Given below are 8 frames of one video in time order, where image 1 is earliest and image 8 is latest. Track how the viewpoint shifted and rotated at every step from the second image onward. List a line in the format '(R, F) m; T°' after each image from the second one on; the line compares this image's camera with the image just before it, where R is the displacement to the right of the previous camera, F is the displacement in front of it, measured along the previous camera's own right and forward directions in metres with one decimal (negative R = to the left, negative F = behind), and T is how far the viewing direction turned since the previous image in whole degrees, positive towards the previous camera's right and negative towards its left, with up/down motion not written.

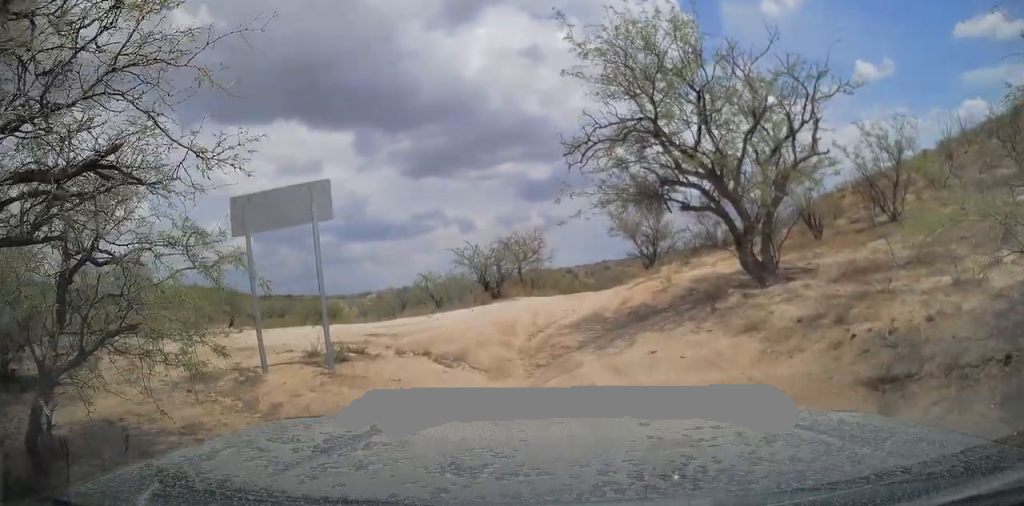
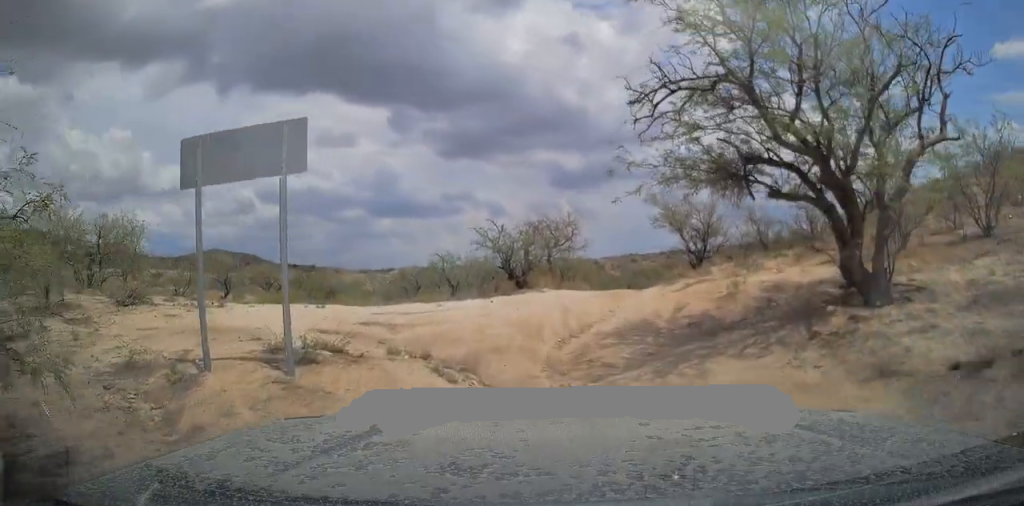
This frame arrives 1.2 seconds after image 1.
(-0.1, +2.3) m; -2°
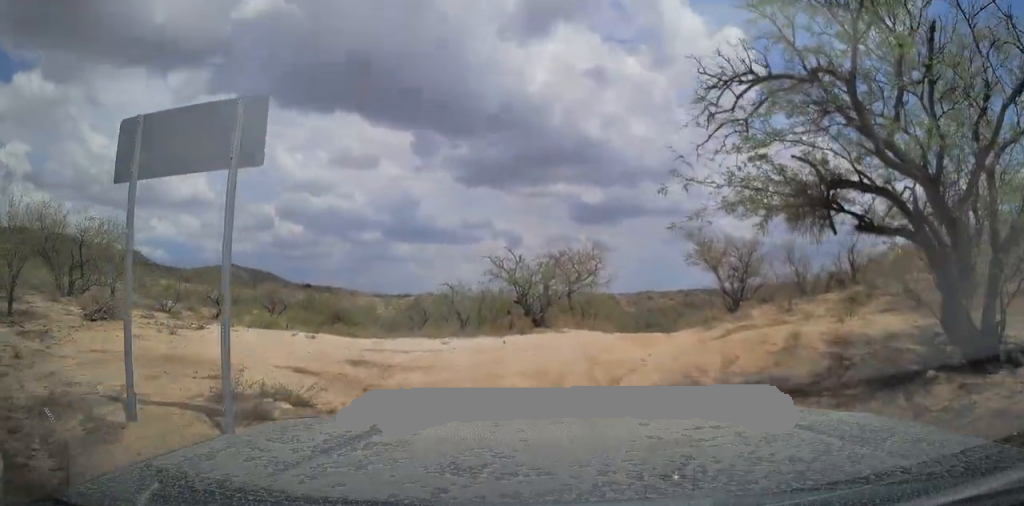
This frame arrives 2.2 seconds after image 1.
(0.0, +1.9) m; -4°
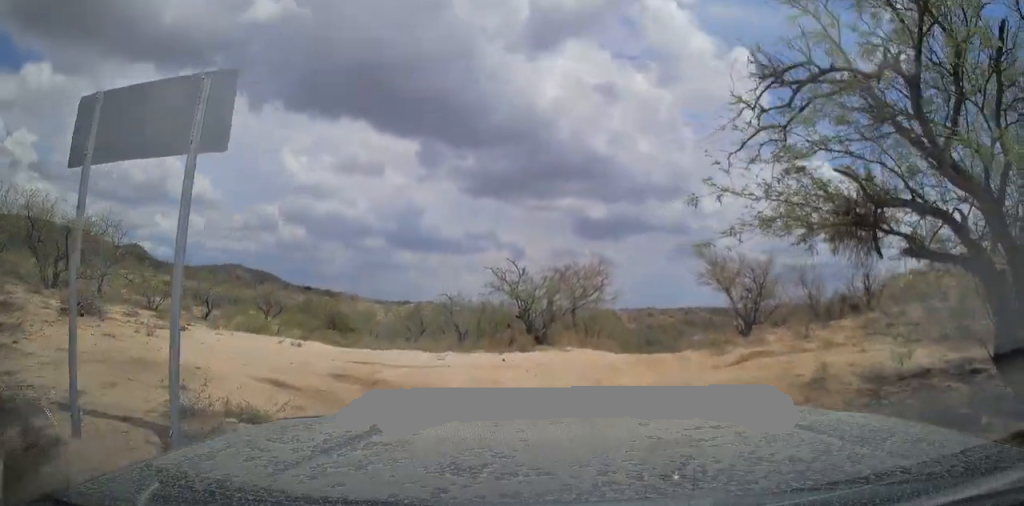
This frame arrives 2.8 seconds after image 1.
(0.0, +1.0) m; -3°
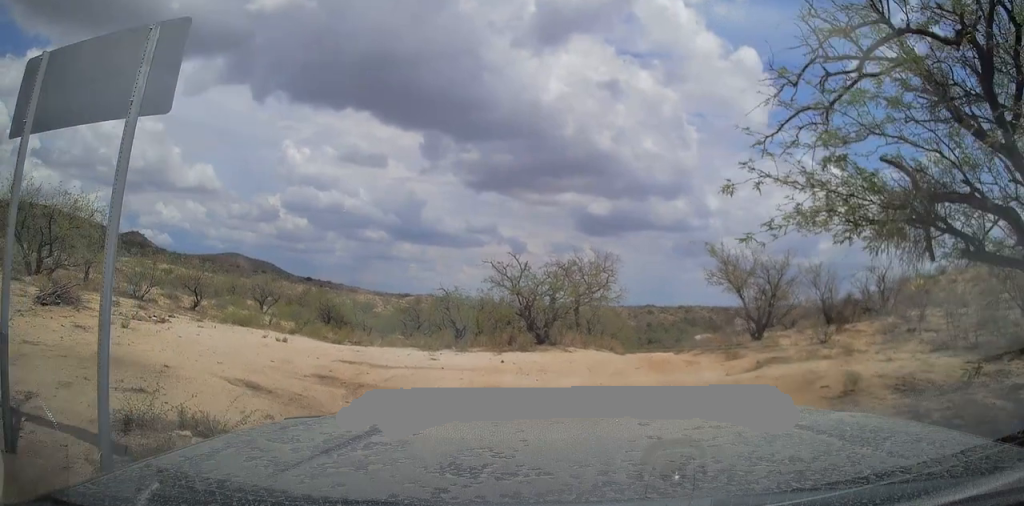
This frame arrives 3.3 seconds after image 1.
(0.0, +1.1) m; 0°
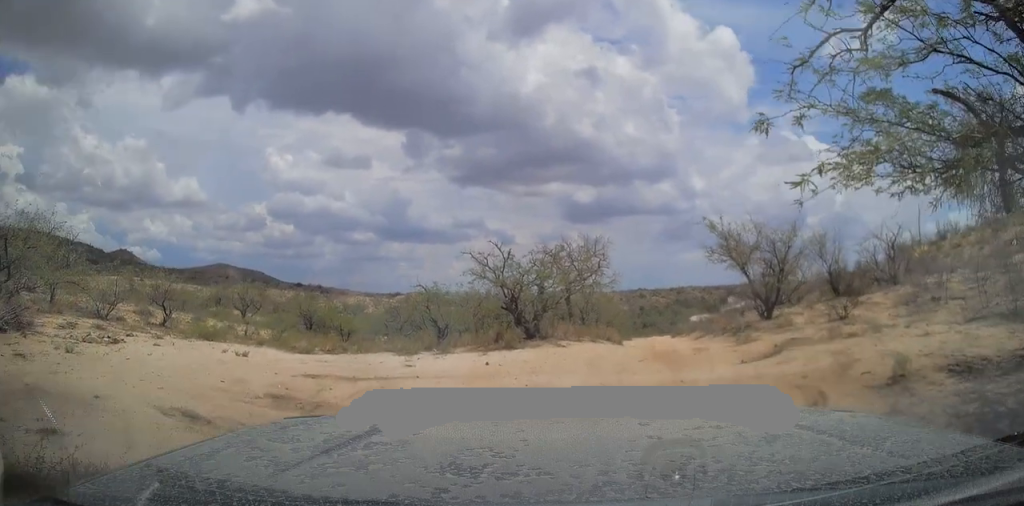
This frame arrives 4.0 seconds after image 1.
(0.0, +1.5) m; +2°
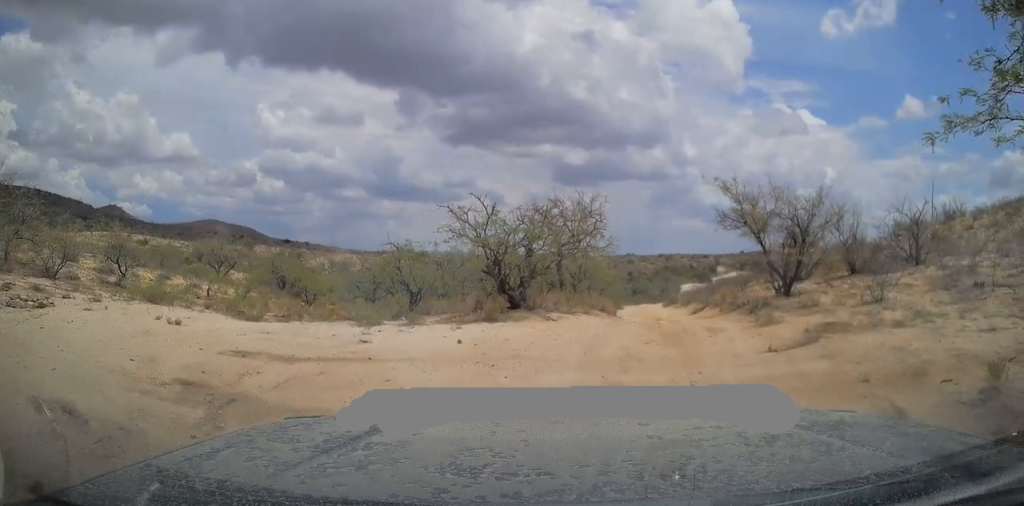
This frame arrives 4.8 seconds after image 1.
(0.0, +1.8) m; +7°
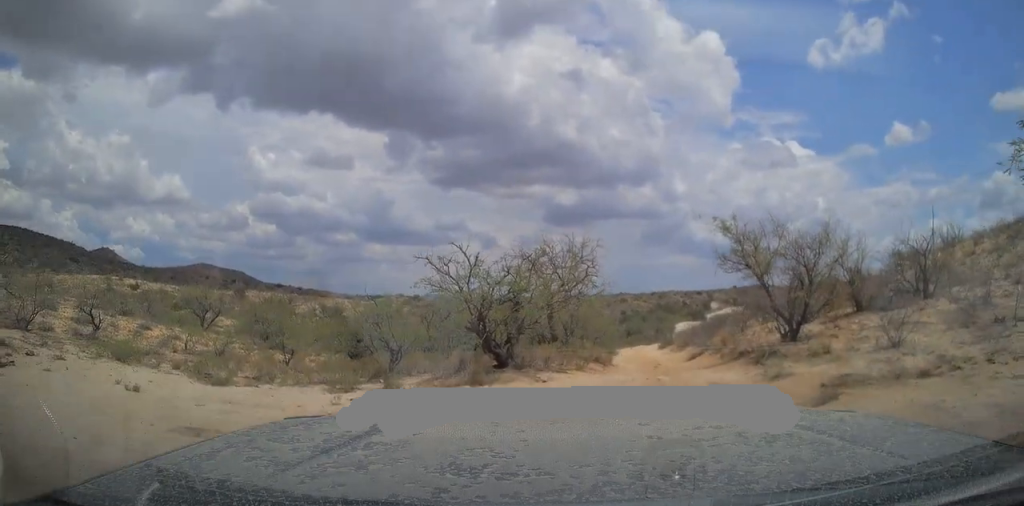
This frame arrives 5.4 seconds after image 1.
(+0.1, +1.0) m; +7°
